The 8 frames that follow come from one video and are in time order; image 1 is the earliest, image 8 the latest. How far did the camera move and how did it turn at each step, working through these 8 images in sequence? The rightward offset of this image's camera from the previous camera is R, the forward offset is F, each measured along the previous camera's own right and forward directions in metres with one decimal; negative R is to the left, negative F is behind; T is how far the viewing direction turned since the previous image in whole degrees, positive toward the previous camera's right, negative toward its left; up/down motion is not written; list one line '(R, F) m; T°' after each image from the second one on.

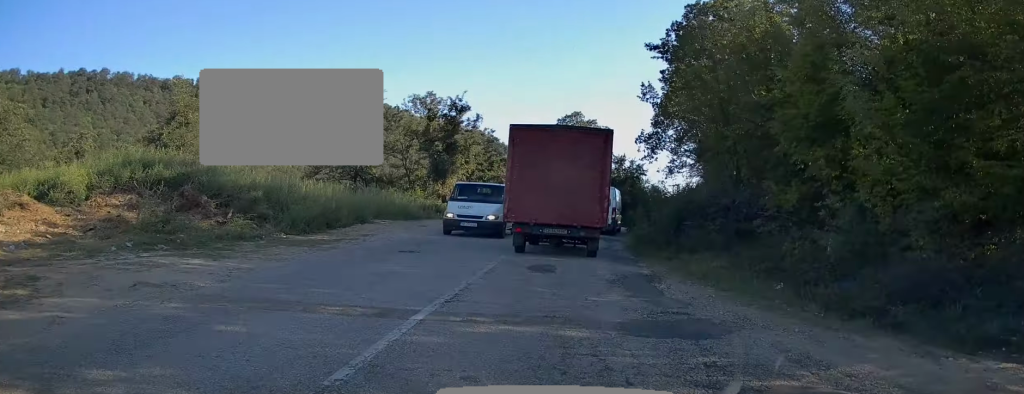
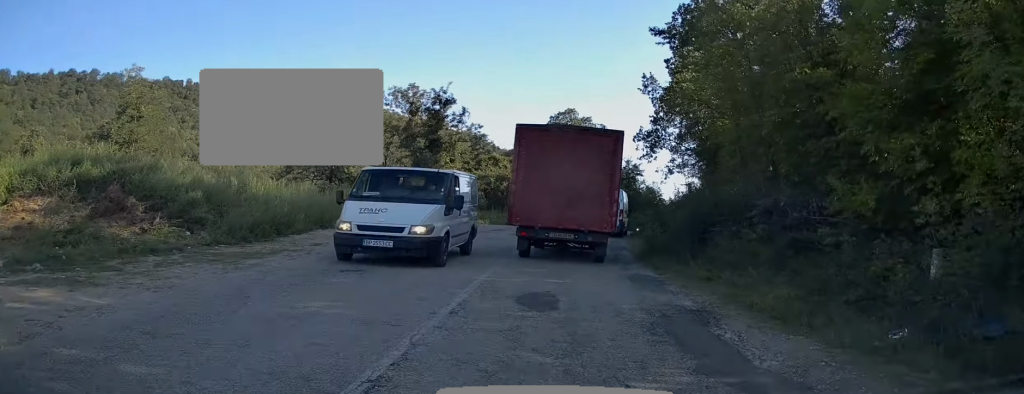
(-0.2, +3.8) m; 0°
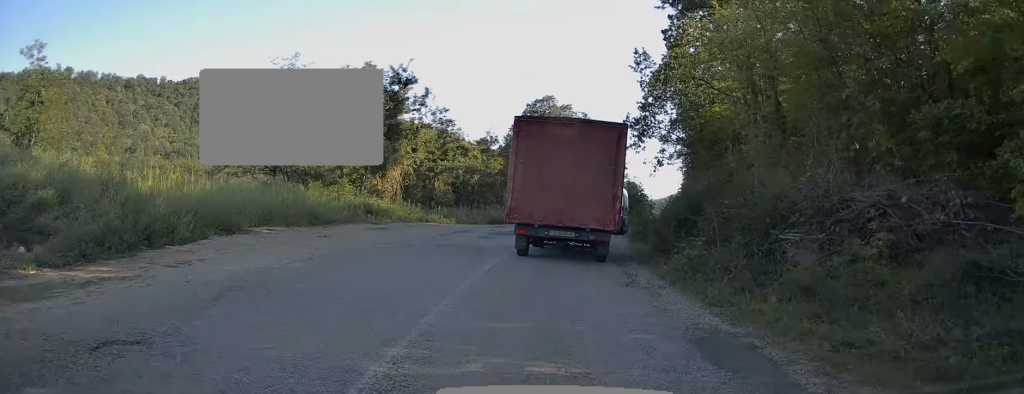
(-0.3, +5.8) m; +1°
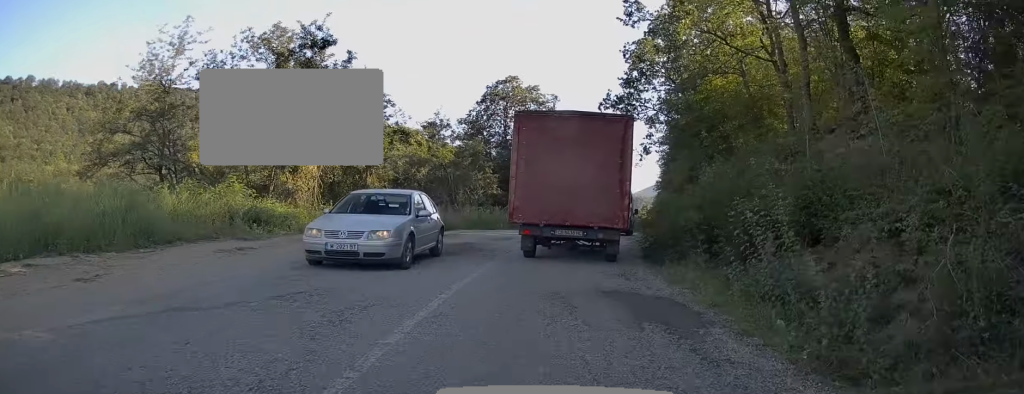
(+0.6, +9.0) m; +4°
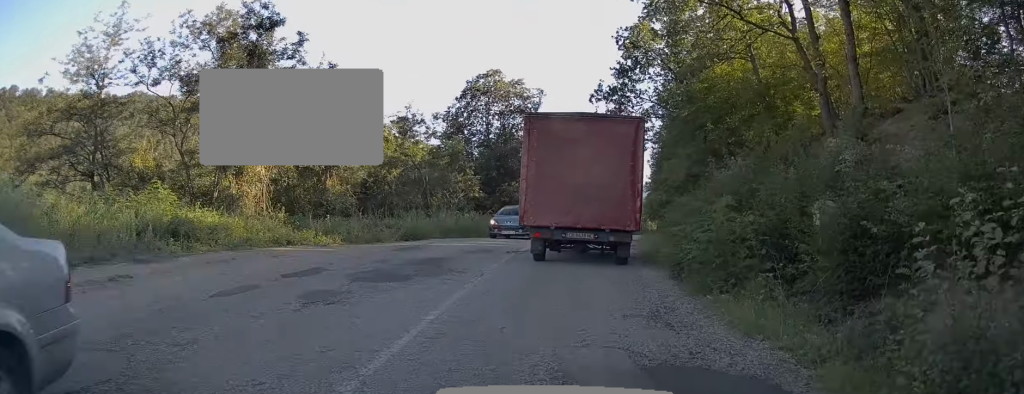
(0.0, +4.1) m; +2°
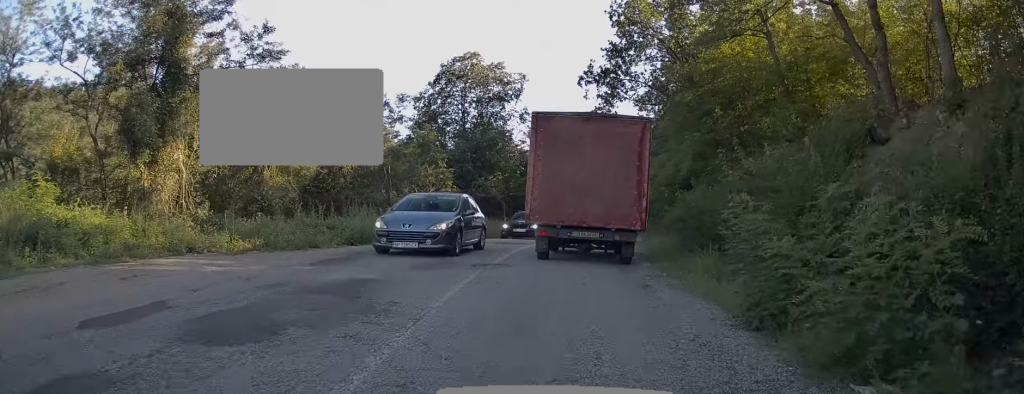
(0.0, +4.6) m; +2°
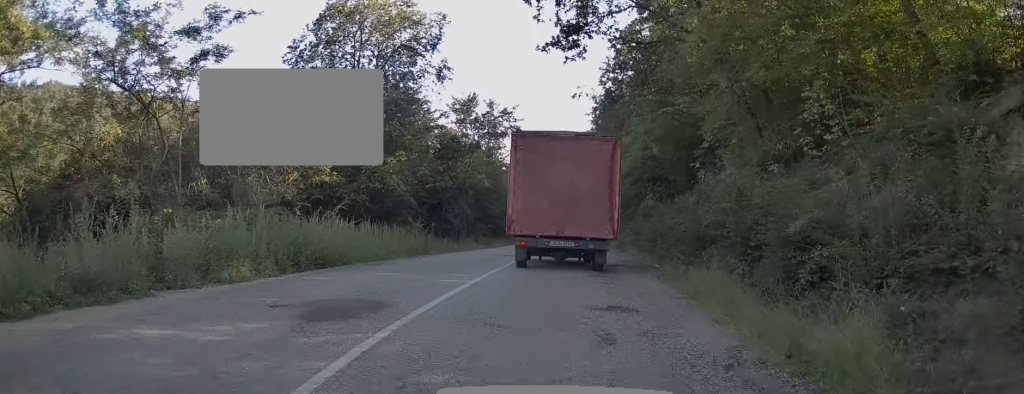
(+0.7, +13.3) m; +5°
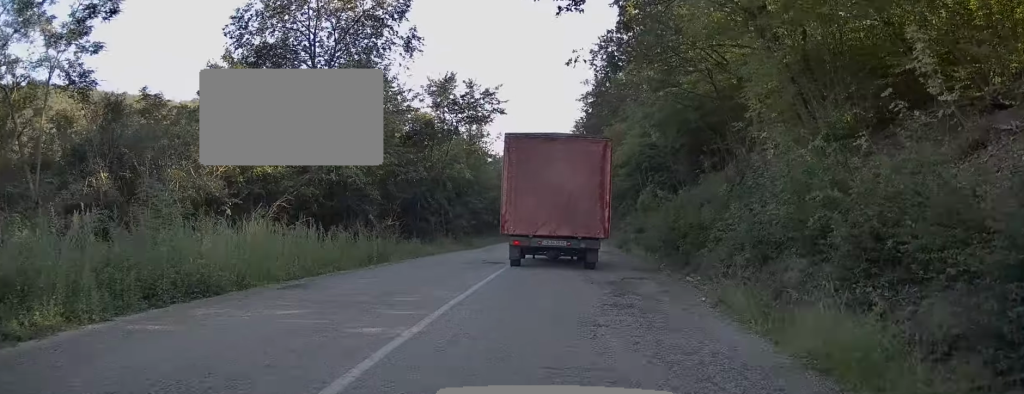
(+0.1, +4.5) m; +1°
